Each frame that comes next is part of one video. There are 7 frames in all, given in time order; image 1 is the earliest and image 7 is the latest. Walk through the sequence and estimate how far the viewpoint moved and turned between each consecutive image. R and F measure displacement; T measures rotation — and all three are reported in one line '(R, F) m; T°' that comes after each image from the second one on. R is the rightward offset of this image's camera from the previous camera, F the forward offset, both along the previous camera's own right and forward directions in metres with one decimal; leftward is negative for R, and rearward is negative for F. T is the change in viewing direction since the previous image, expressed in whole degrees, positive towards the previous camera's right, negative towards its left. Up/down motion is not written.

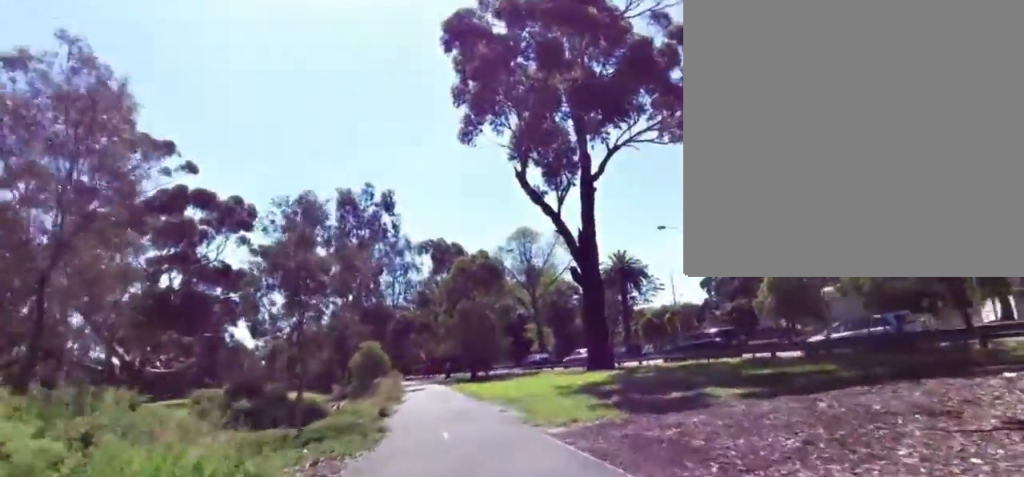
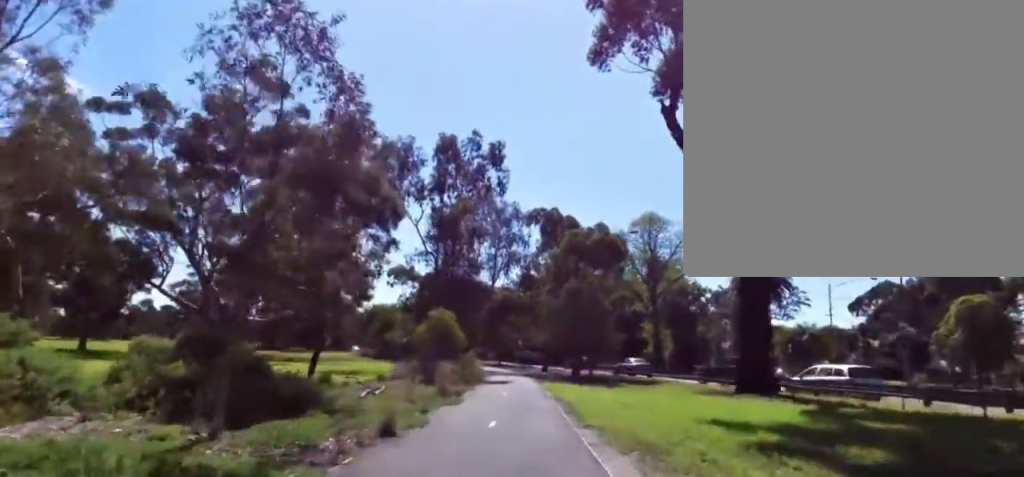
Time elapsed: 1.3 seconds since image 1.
(+0.6, +5.9) m; -4°
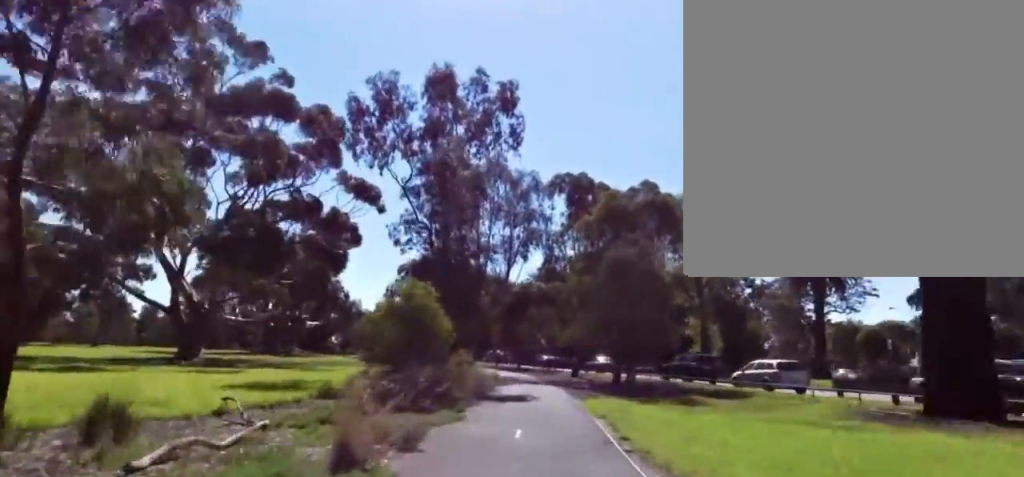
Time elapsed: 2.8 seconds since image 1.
(-1.4, +9.8) m; -11°
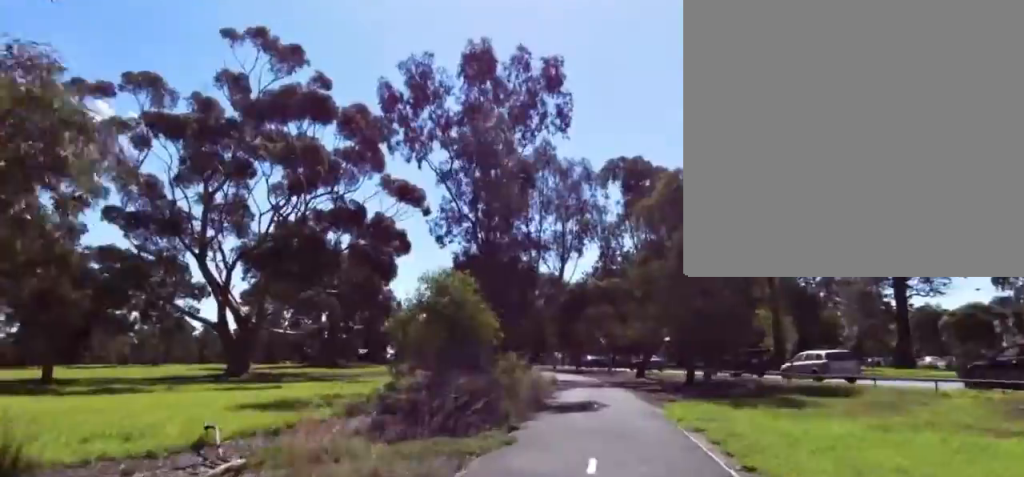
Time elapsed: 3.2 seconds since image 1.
(-0.1, +2.8) m; -1°
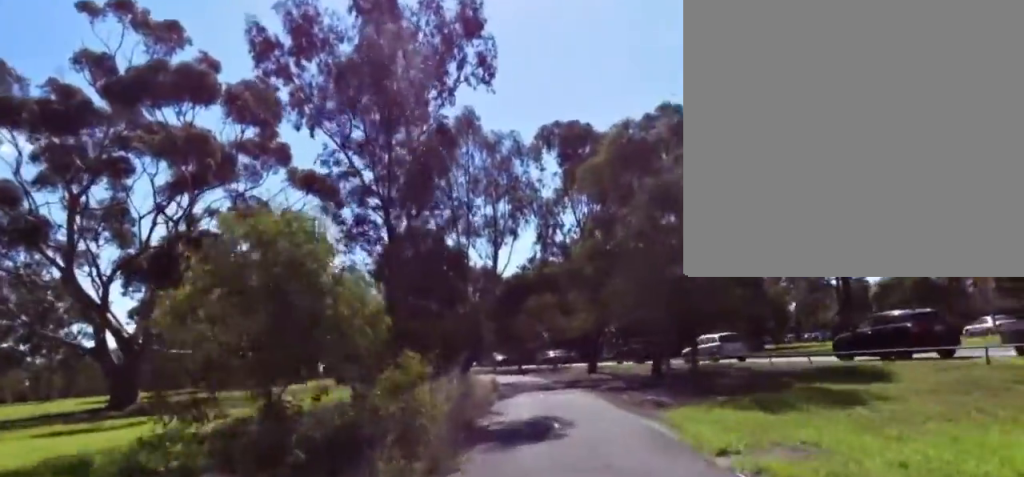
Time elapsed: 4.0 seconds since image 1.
(0.0, +5.4) m; 0°
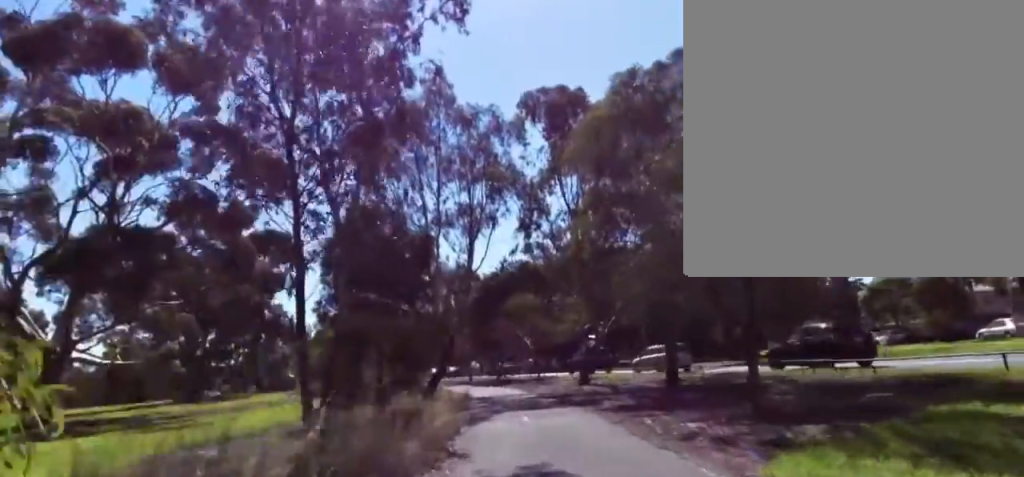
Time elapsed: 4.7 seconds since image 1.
(0.0, +4.9) m; 0°
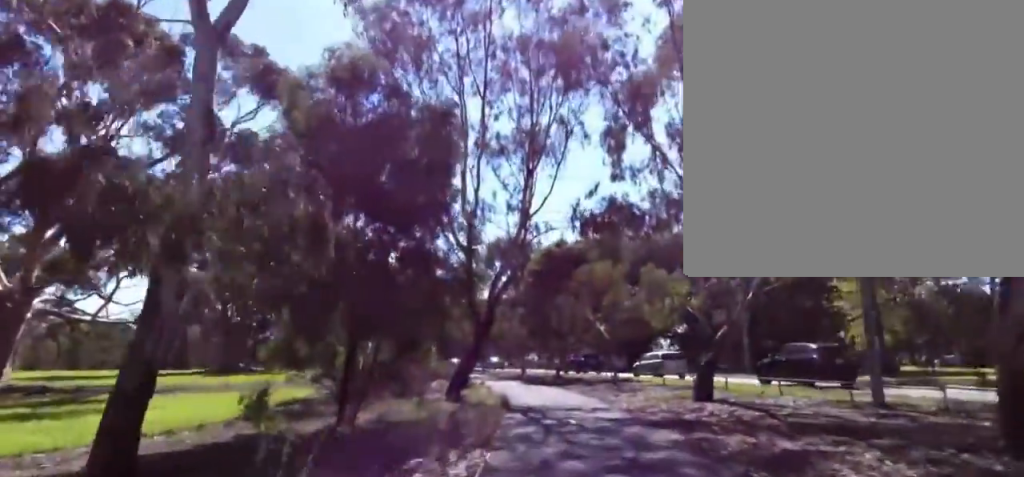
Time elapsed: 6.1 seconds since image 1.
(+0.1, +10.5) m; +3°
